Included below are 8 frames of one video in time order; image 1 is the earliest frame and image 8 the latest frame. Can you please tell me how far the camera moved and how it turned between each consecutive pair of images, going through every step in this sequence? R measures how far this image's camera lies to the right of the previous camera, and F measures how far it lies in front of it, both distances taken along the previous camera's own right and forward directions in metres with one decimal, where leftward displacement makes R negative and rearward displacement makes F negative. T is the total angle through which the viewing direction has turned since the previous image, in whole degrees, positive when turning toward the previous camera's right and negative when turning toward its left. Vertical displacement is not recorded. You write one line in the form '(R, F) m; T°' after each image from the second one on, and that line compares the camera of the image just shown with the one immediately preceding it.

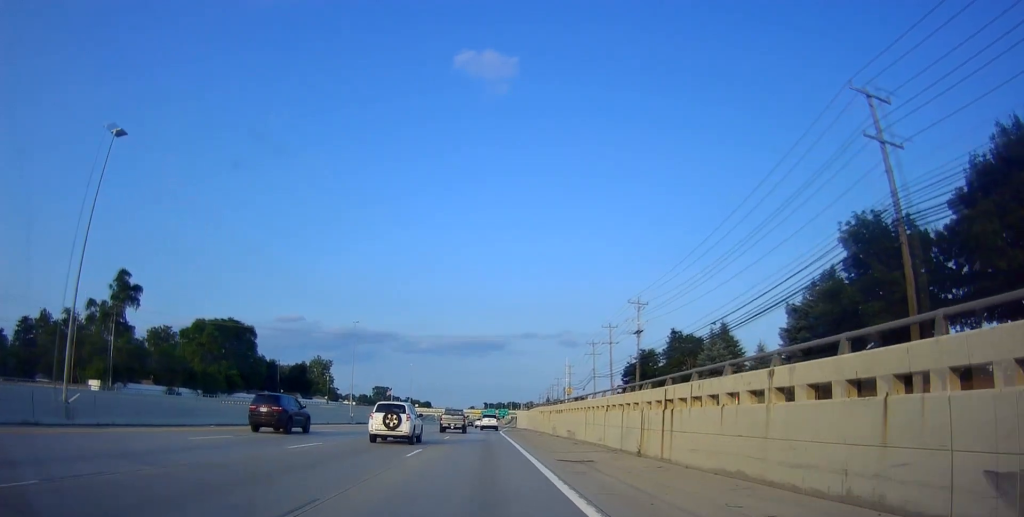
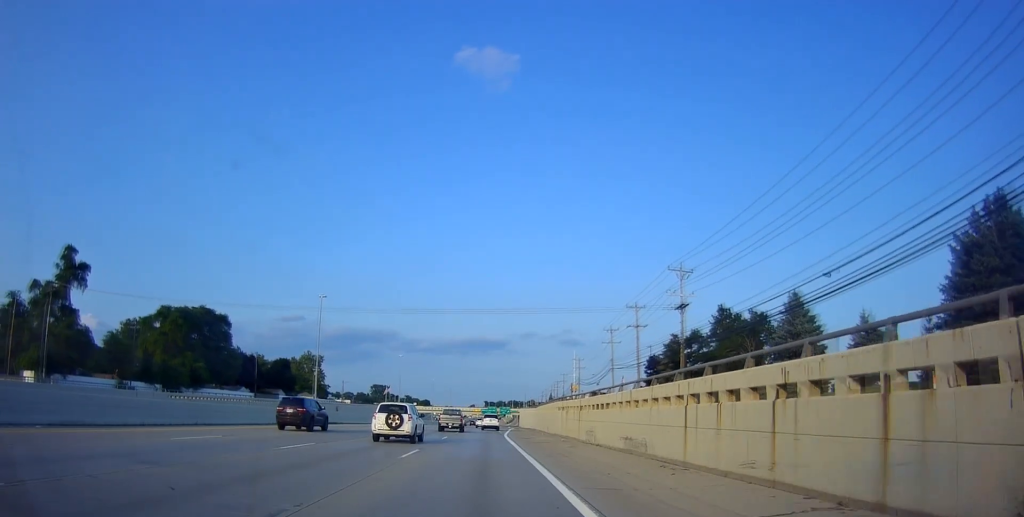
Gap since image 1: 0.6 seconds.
(-0.2, +15.6) m; 0°
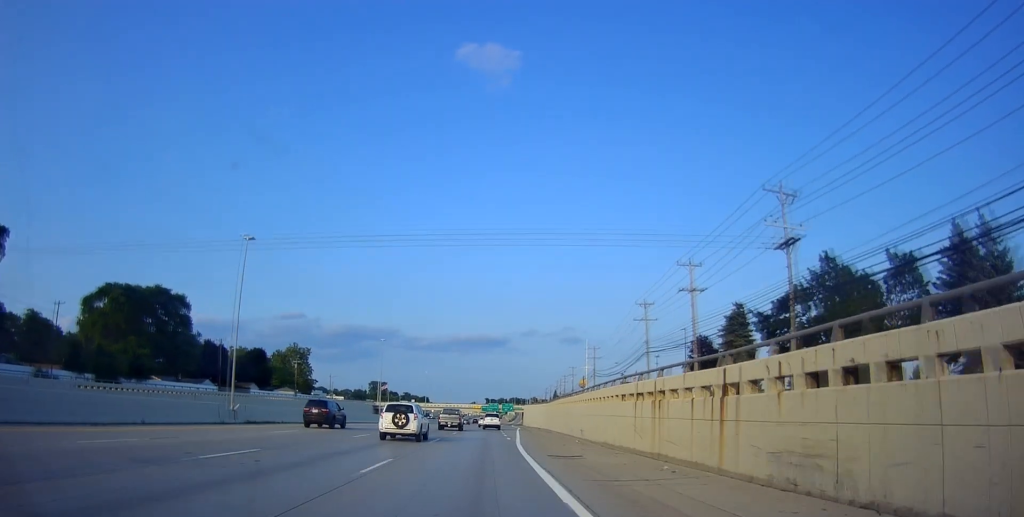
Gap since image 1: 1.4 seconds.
(+0.4, +20.1) m; +1°
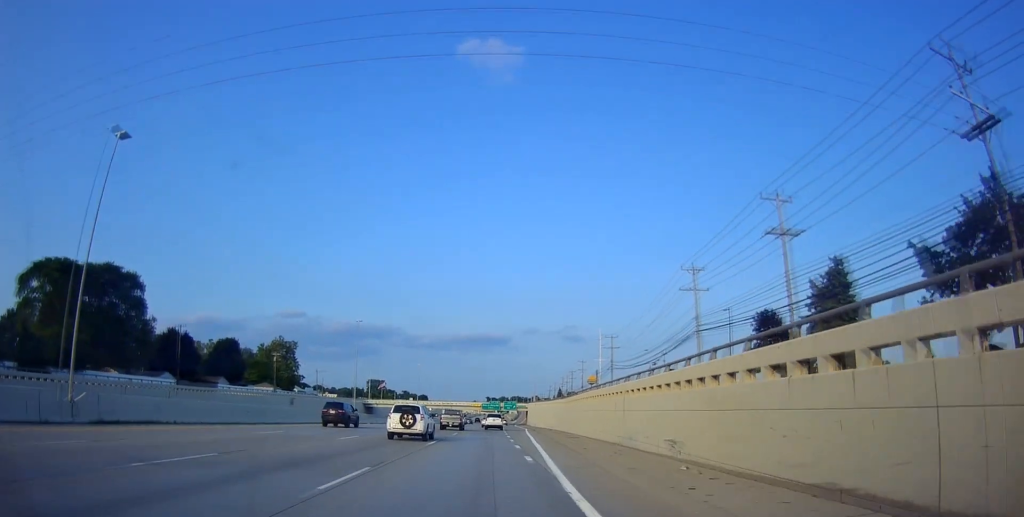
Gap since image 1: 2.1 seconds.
(0.0, +17.7) m; -1°
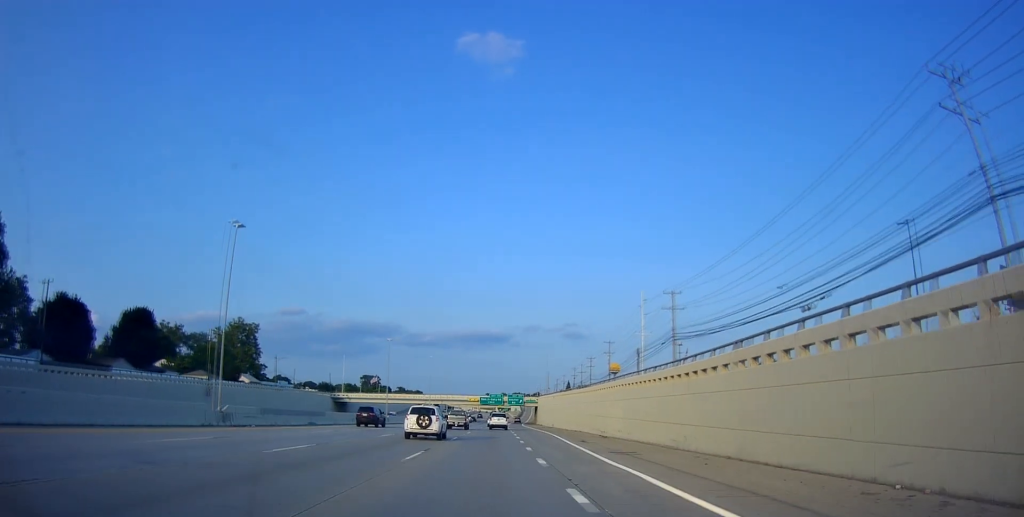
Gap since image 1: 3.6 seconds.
(-0.8, +37.6) m; -3°
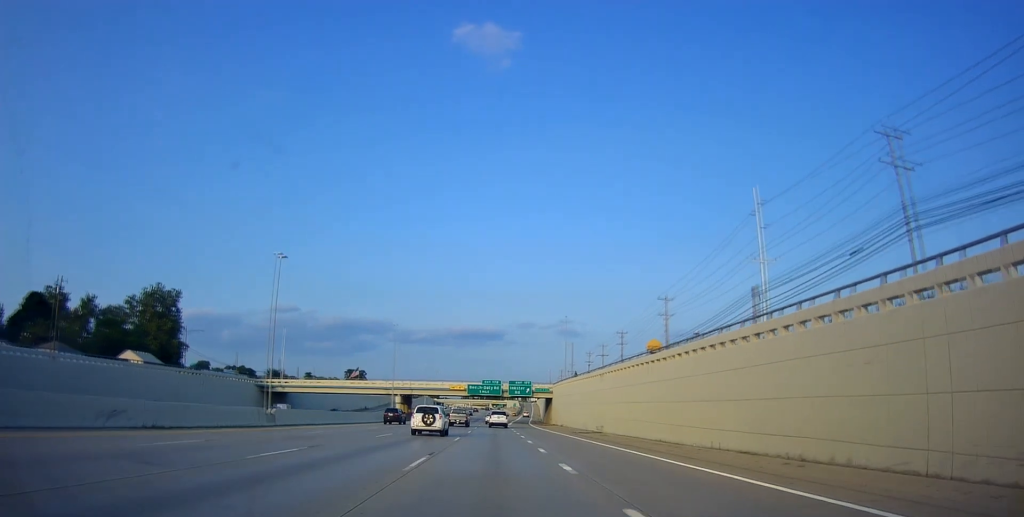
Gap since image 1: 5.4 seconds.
(0.0, +46.6) m; +2°
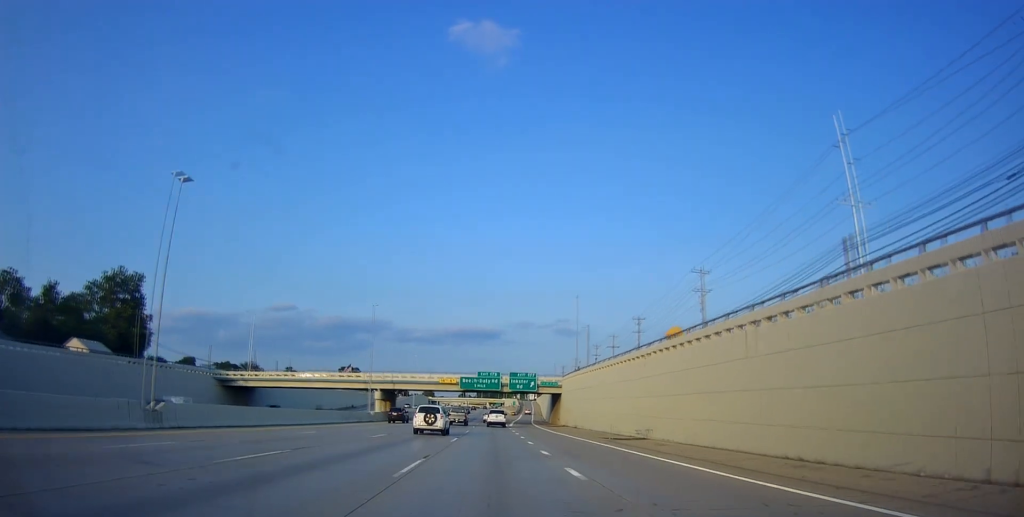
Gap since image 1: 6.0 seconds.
(+0.3, +16.3) m; +1°
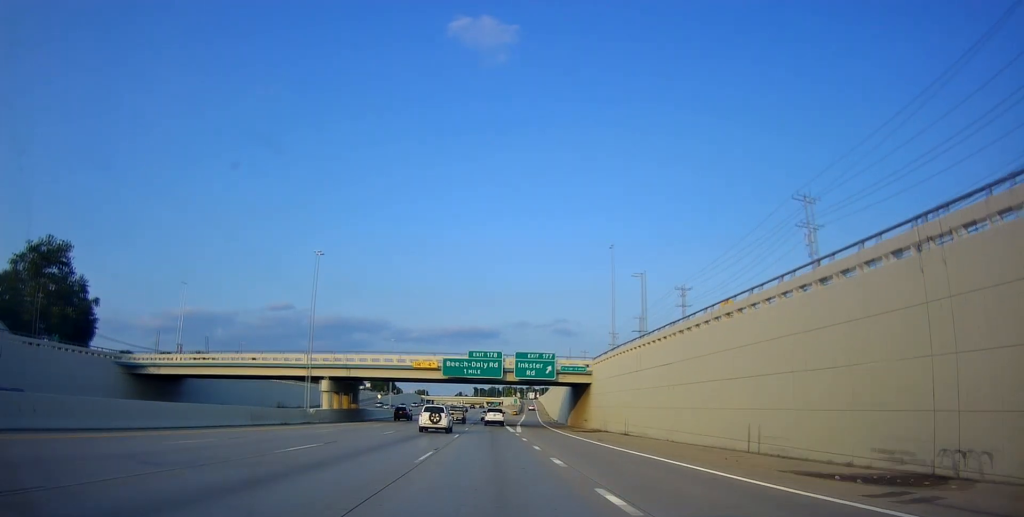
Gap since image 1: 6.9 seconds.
(+0.3, +26.6) m; 0°
